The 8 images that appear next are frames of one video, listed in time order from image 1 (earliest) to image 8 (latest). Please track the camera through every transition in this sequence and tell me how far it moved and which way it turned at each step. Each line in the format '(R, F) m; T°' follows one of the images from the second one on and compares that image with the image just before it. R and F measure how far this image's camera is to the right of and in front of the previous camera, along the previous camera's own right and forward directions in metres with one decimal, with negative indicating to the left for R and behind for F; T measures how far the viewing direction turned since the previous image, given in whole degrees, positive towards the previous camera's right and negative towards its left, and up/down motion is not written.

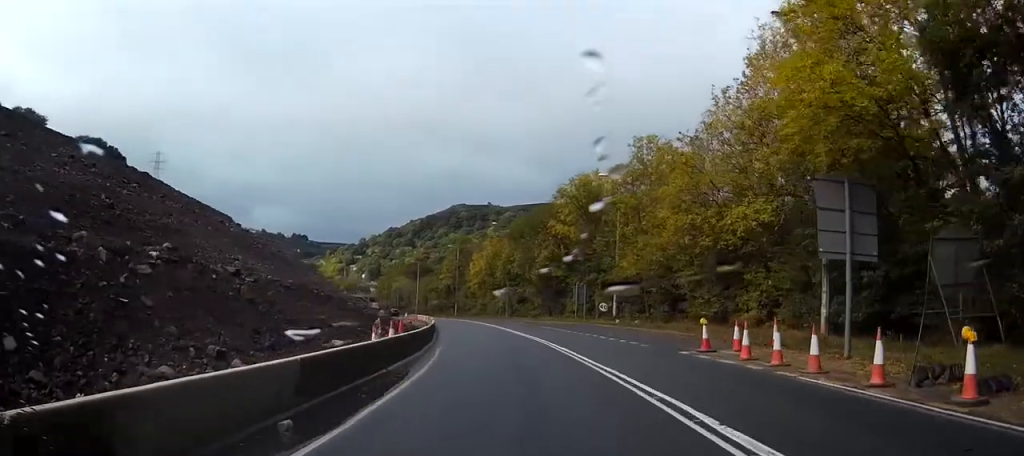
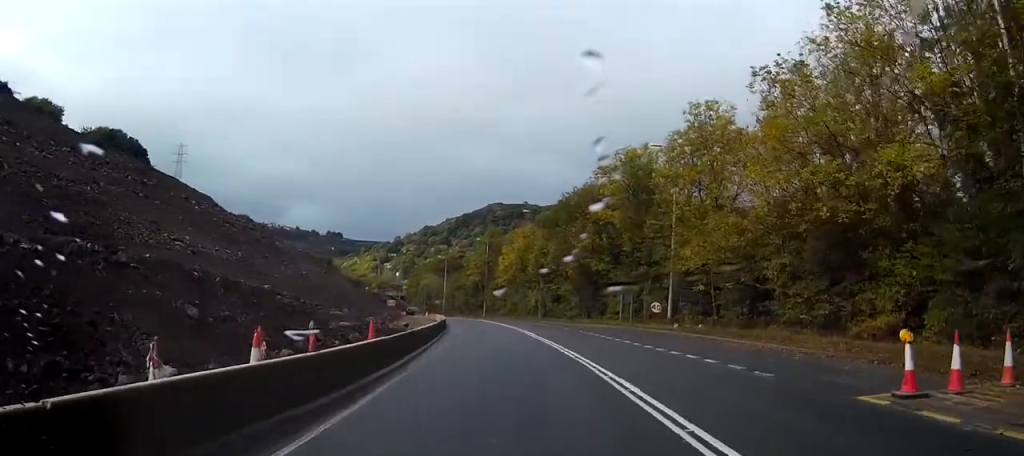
(-0.1, +8.0) m; -2°
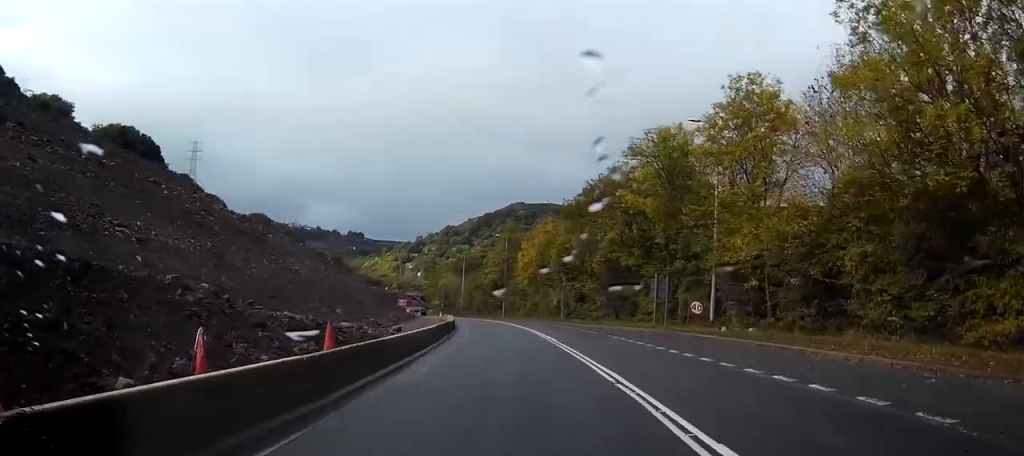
(-0.1, +5.1) m; -1°
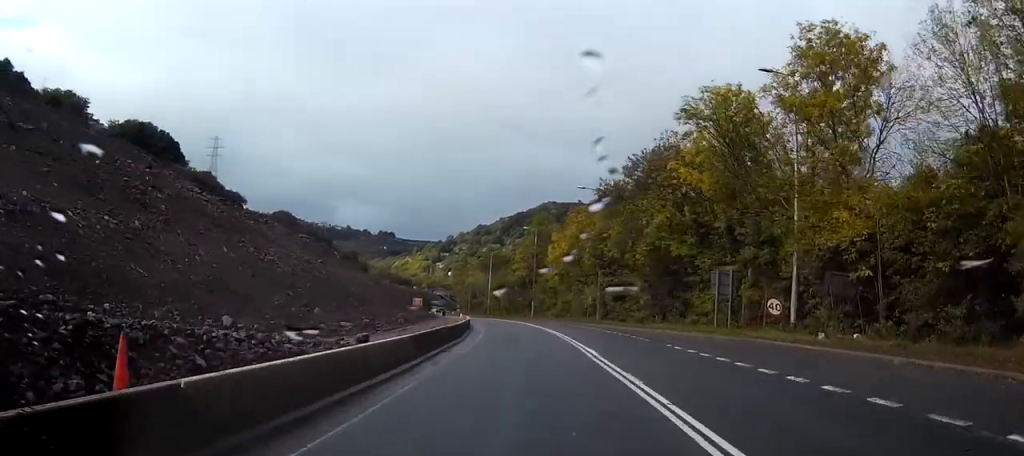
(-0.2, +9.4) m; -2°
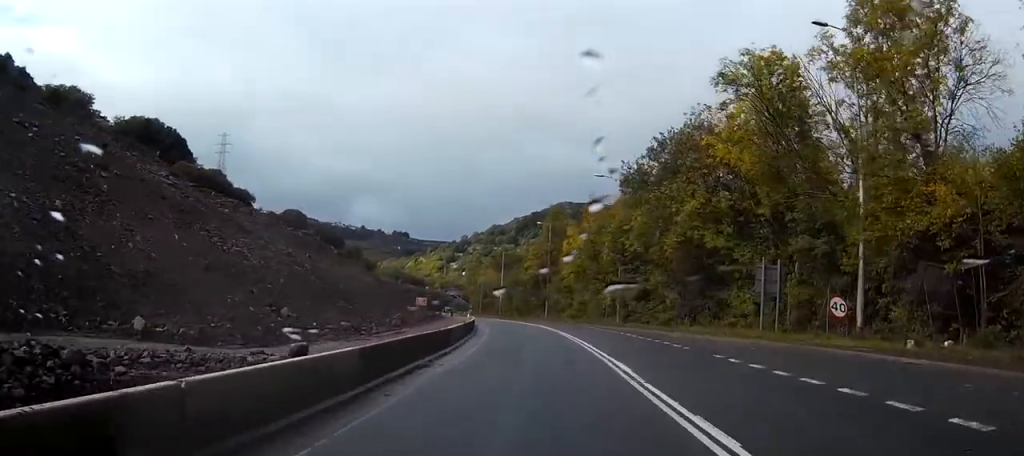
(0.0, +6.2) m; -1°
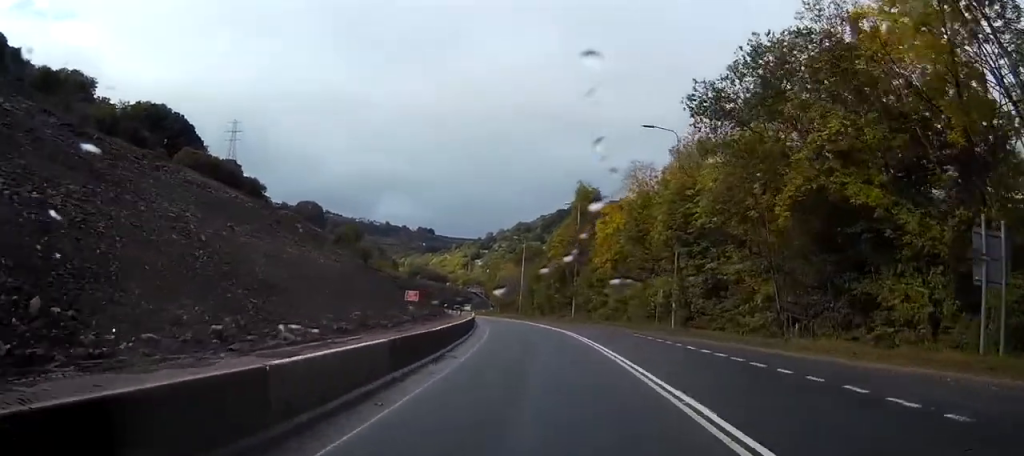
(-0.5, +18.4) m; -3°
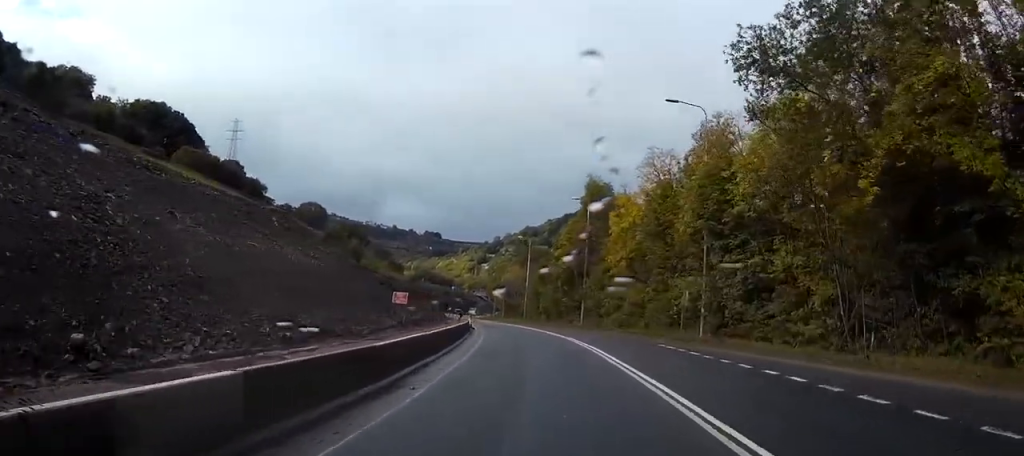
(-0.1, +7.0) m; -1°
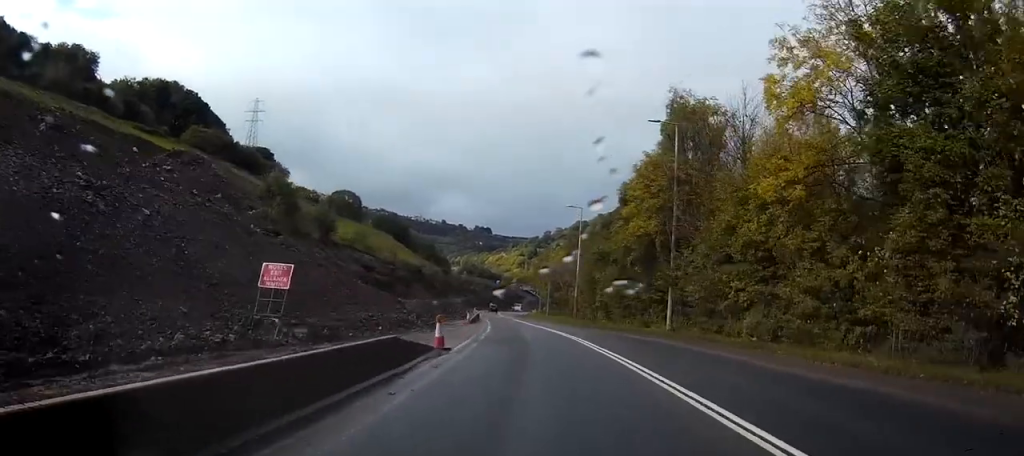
(-0.9, +29.4) m; -3°
